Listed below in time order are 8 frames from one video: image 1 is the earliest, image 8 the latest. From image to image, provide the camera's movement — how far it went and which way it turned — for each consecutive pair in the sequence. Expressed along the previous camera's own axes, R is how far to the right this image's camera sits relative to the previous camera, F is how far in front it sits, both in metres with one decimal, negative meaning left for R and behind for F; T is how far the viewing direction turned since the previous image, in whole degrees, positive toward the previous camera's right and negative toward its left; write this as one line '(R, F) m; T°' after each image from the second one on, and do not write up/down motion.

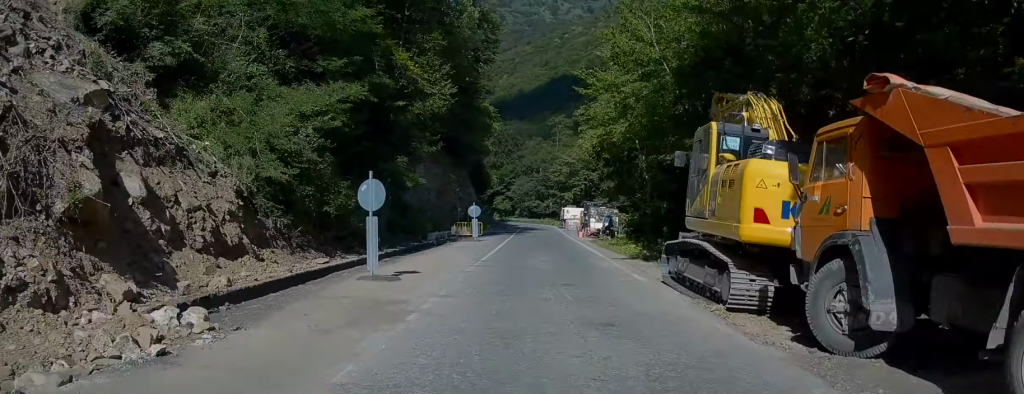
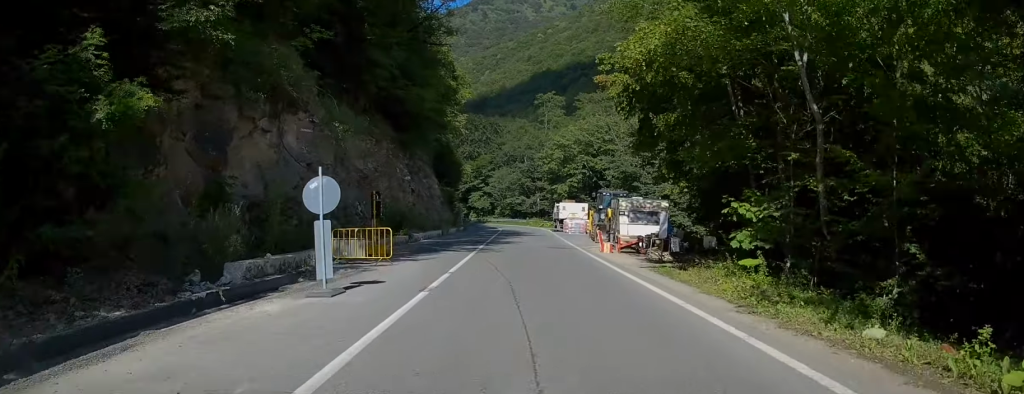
(+0.8, +22.2) m; +2°
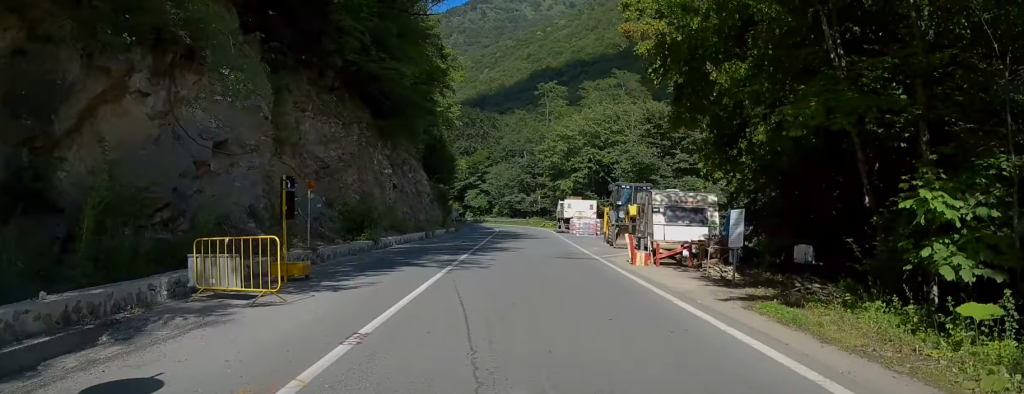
(-0.2, +7.3) m; +1°
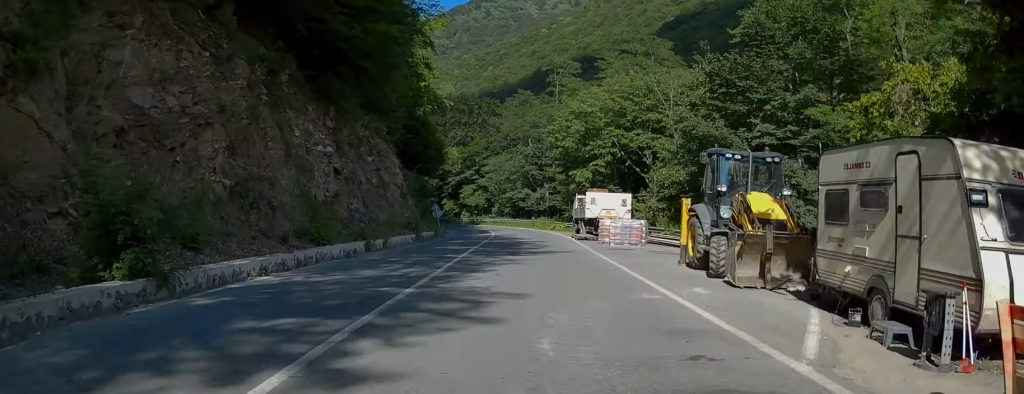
(+0.1, +15.0) m; +1°
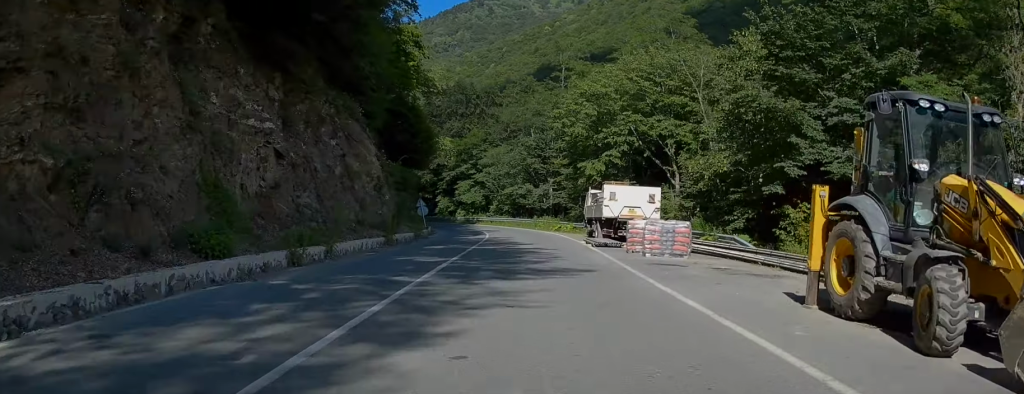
(+0.4, +7.6) m; +1°
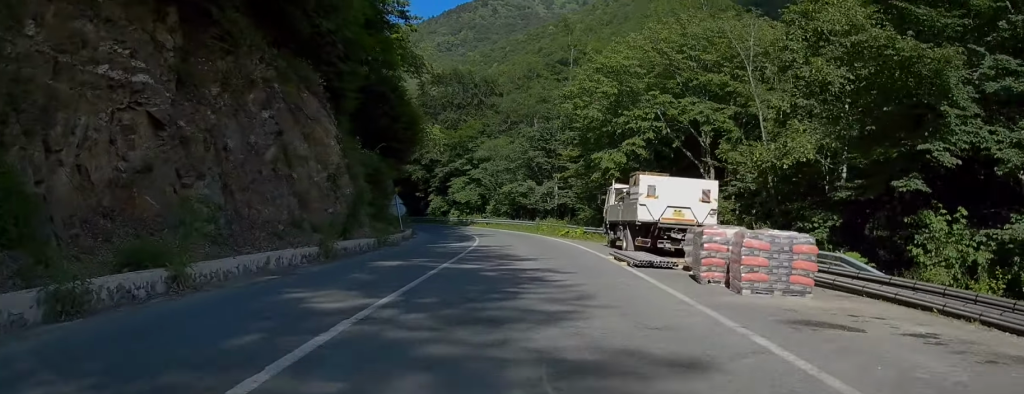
(-0.2, +8.5) m; -1°
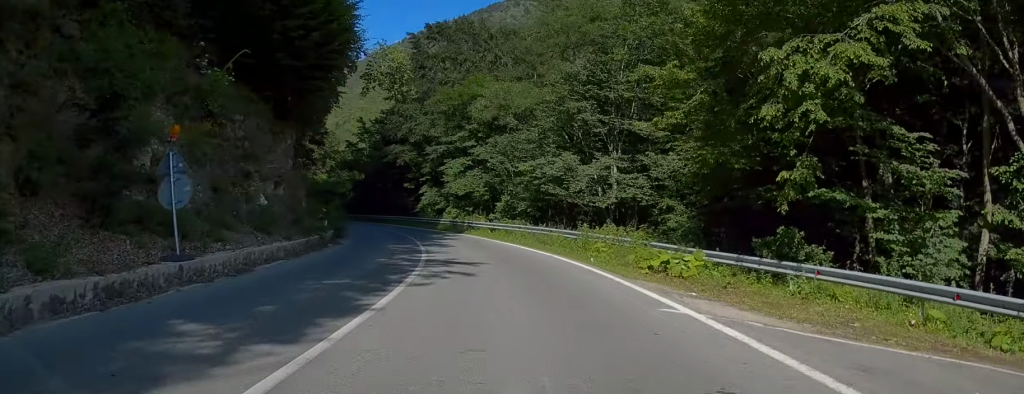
(-0.7, +24.7) m; -4°
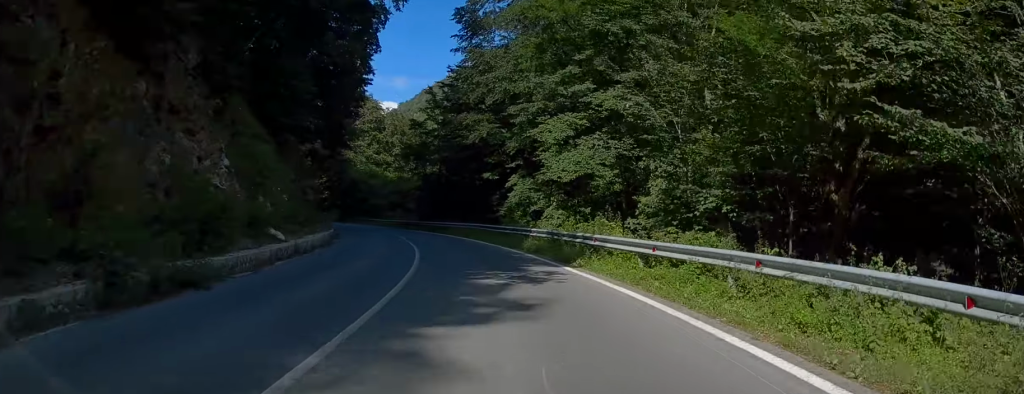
(-1.1, +22.4) m; -8°
